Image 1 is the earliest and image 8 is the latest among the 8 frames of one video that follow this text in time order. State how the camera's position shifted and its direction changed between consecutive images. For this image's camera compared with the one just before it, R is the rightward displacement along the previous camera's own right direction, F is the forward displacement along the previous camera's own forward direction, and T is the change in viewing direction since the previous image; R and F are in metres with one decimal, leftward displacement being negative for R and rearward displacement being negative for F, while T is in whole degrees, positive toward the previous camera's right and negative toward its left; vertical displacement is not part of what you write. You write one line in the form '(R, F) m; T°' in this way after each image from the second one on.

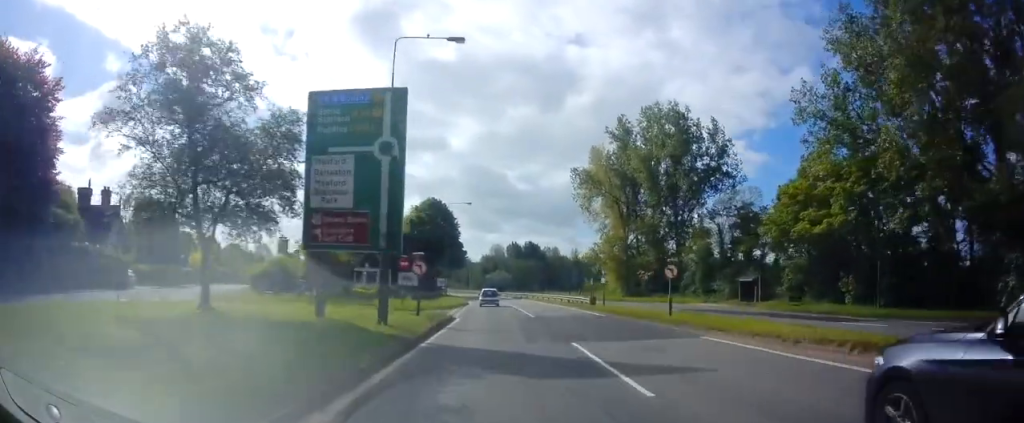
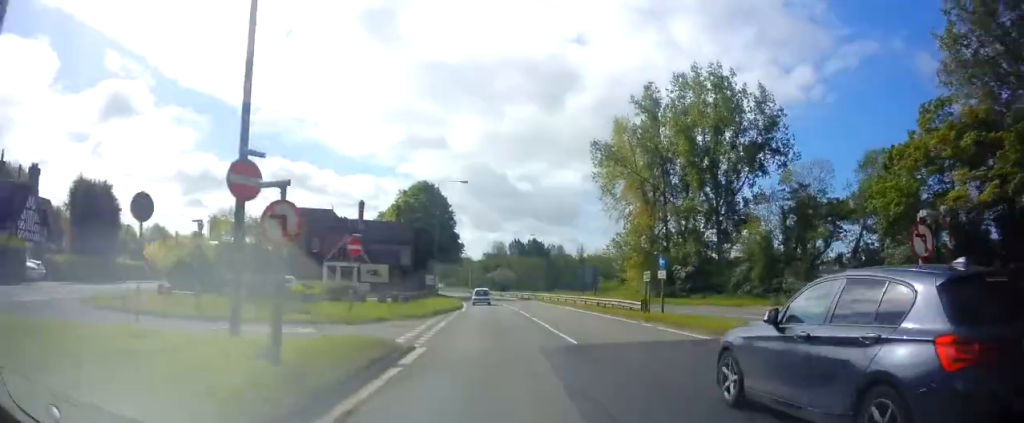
(0.0, +13.9) m; +1°
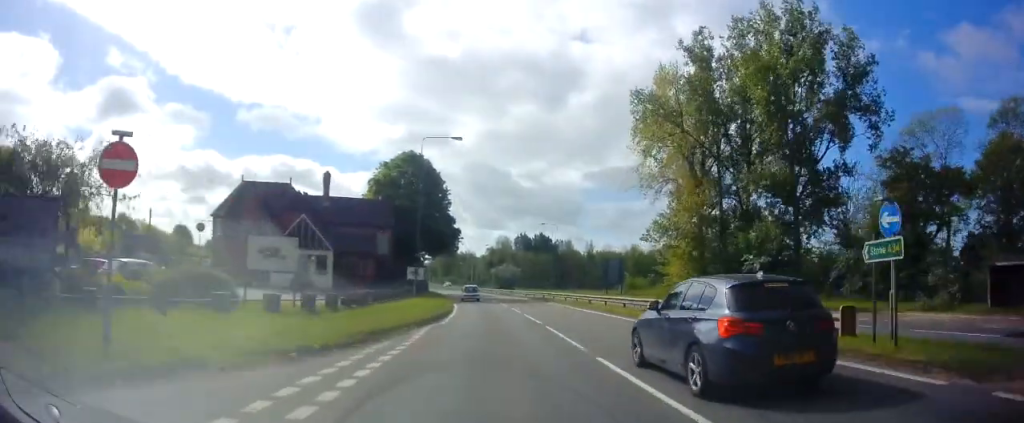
(+0.2, +16.3) m; 0°
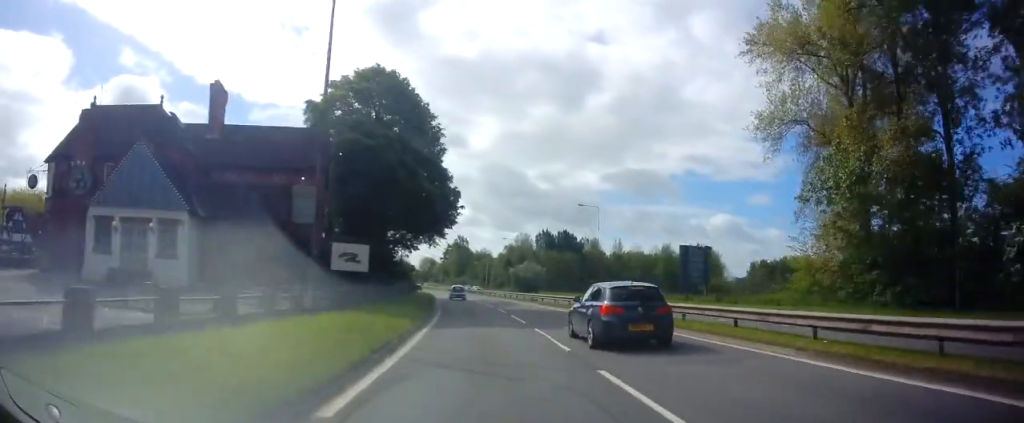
(-0.5, +25.3) m; -2°
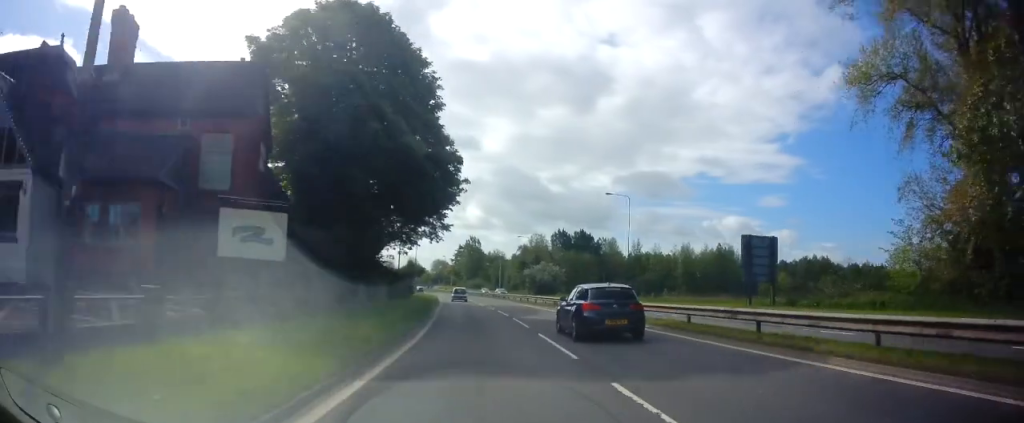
(0.0, +10.1) m; -1°
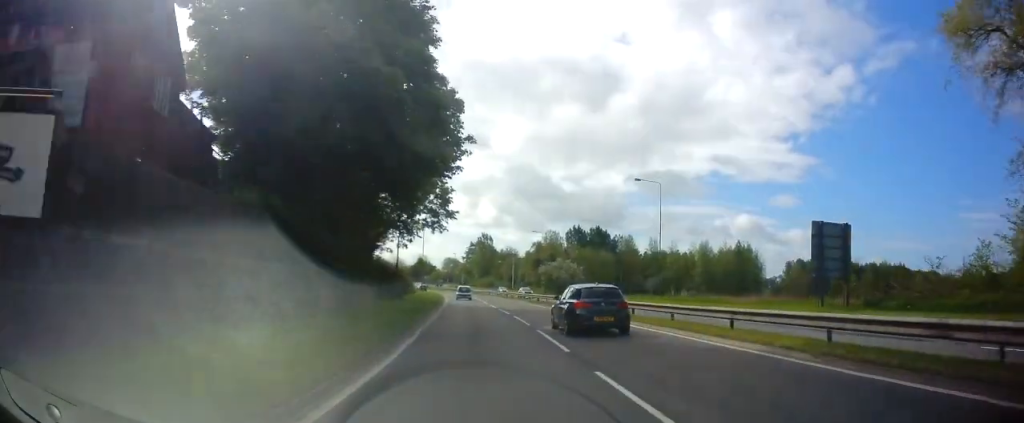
(0.0, +7.8) m; -1°
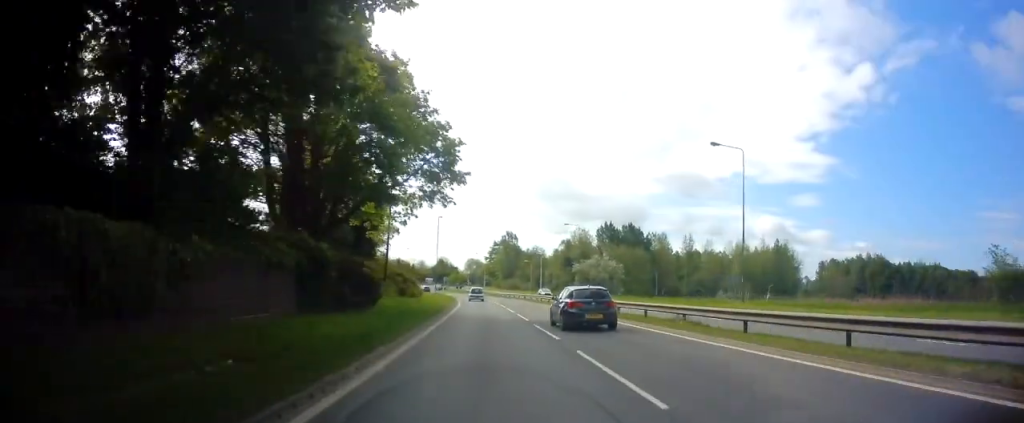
(-0.1, +14.6) m; -2°
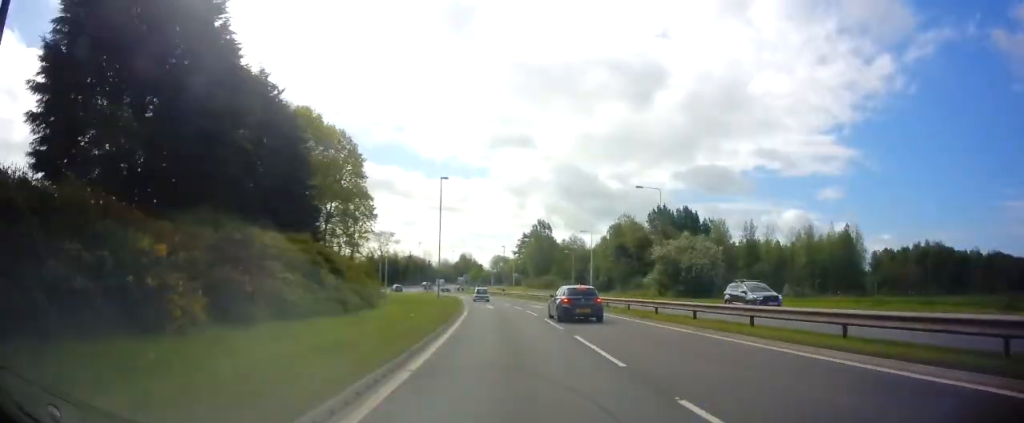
(-1.5, +32.2) m; -3°
